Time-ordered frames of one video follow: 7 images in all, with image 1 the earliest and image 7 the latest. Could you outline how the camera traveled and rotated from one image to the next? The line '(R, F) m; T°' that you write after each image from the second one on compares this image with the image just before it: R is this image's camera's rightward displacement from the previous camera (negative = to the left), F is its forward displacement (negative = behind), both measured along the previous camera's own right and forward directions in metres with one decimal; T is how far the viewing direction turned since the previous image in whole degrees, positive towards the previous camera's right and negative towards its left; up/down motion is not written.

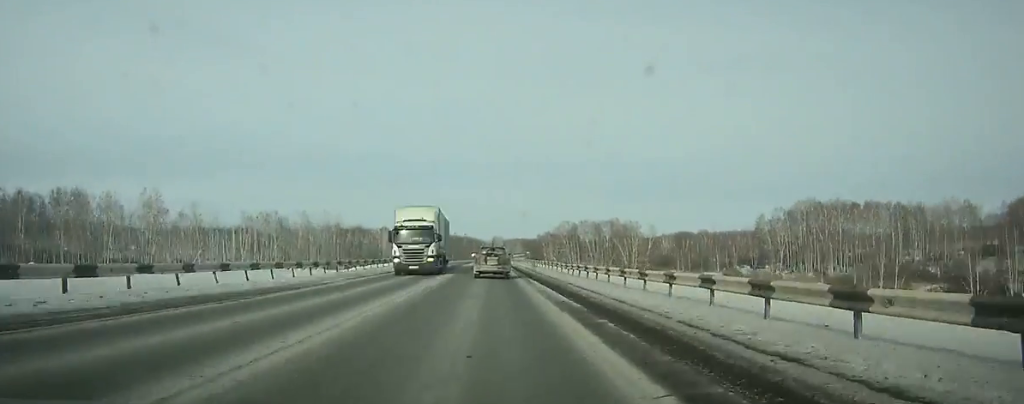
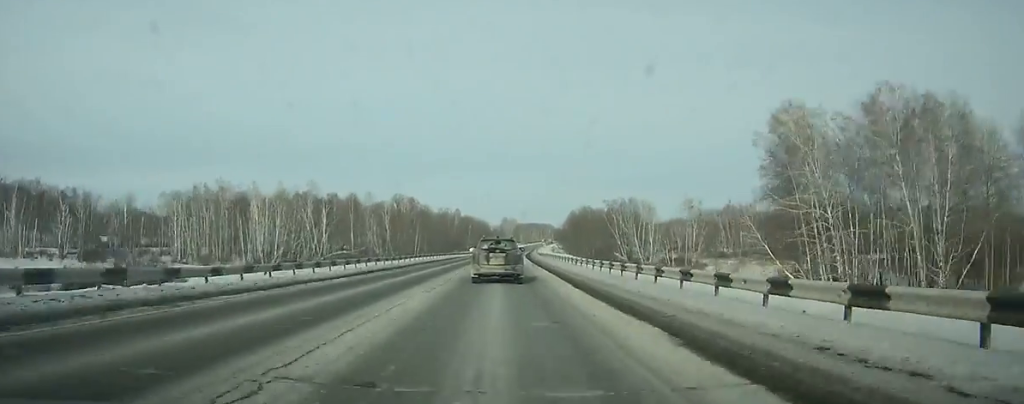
(-0.7, +213.2) m; 0°
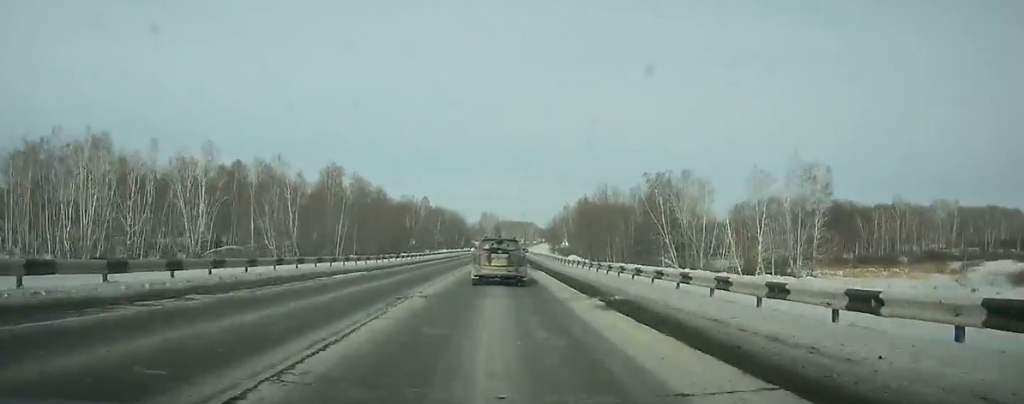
(+0.9, +68.5) m; +1°
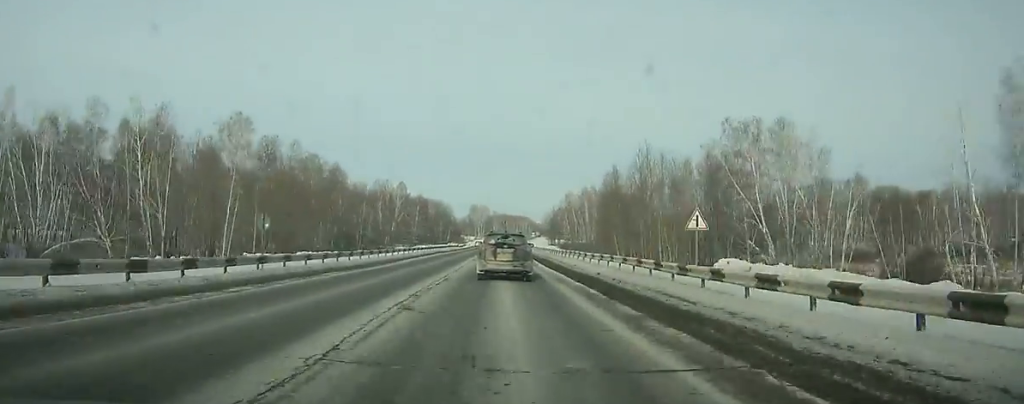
(+0.5, +44.2) m; +1°
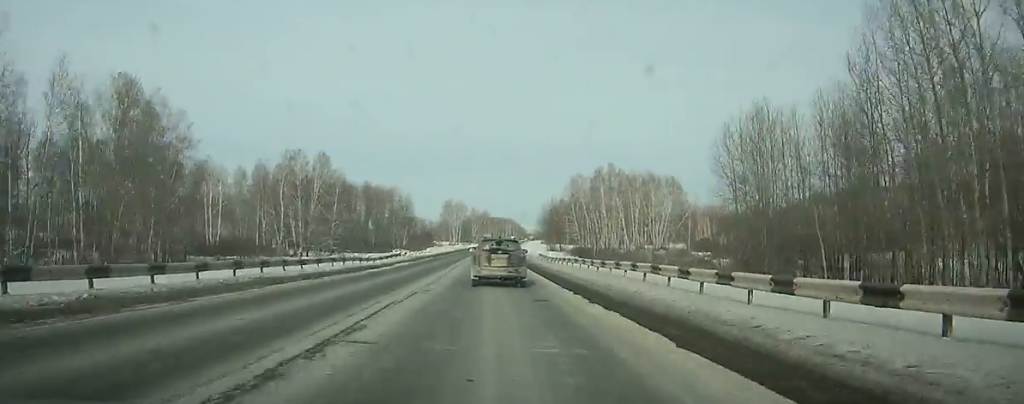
(+1.0, +81.5) m; +1°
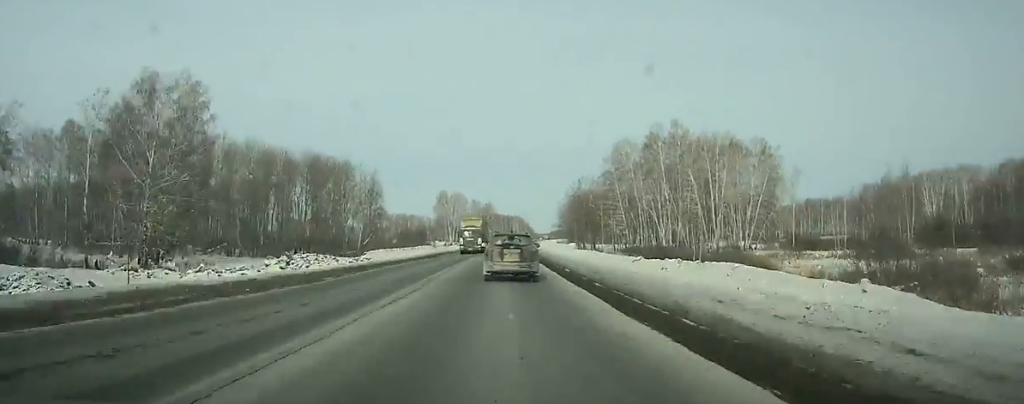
(+0.4, +64.6) m; +1°
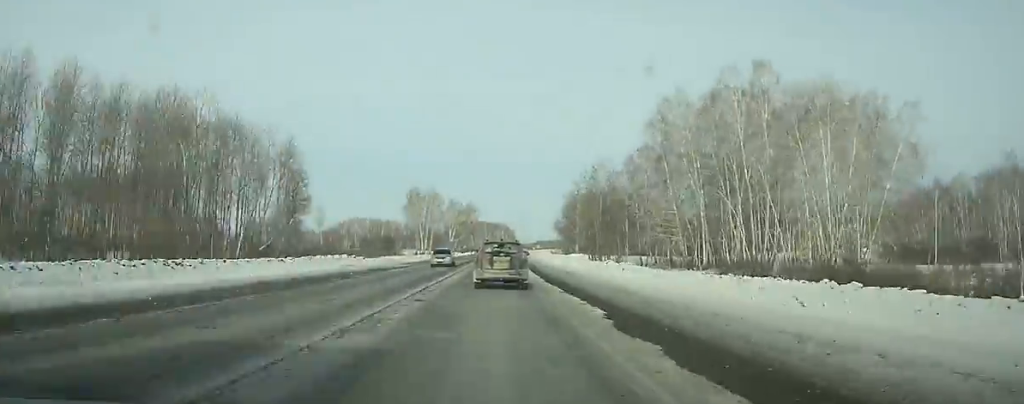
(0.0, +47.2) m; +1°
